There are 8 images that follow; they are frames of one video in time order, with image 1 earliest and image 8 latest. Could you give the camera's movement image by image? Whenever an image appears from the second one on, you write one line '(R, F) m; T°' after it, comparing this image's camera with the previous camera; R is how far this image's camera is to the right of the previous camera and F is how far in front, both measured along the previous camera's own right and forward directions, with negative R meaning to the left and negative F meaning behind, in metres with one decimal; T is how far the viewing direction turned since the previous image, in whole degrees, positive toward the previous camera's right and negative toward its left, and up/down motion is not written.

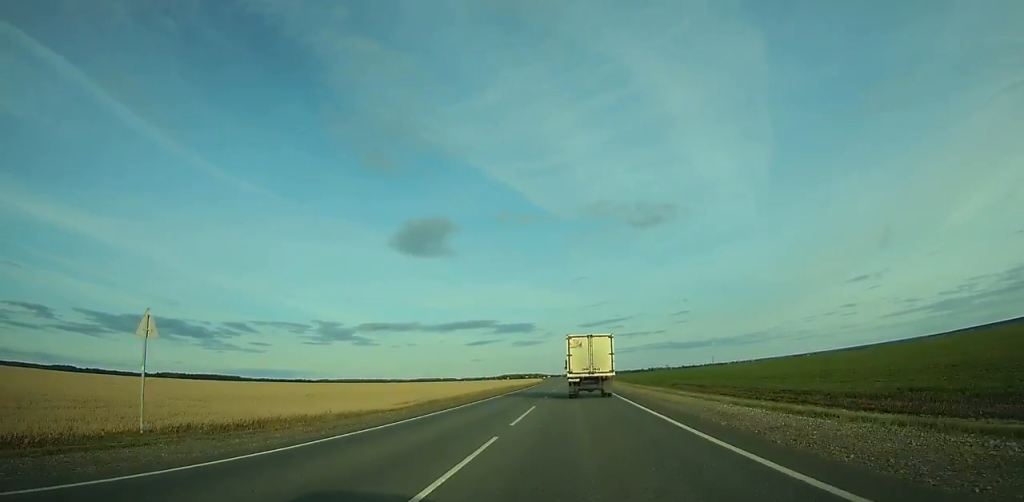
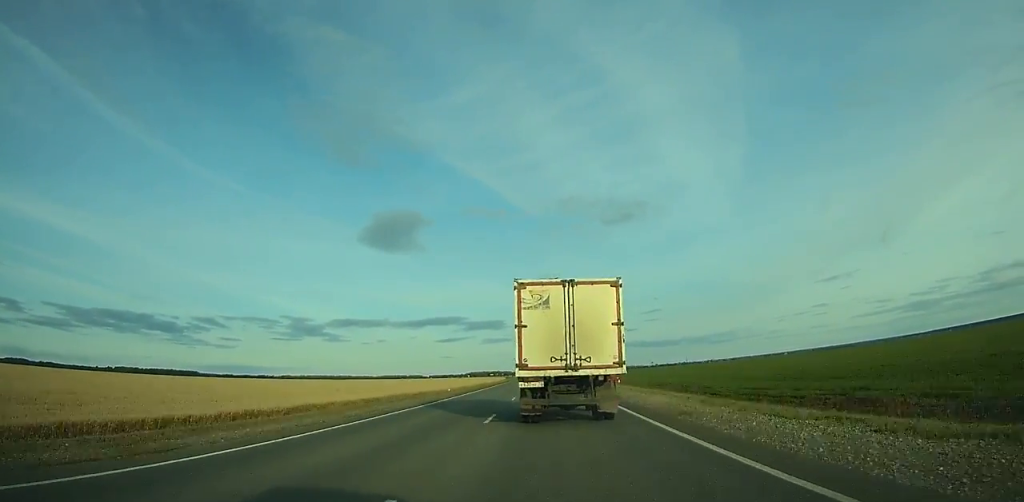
(-0.4, +94.6) m; +1°
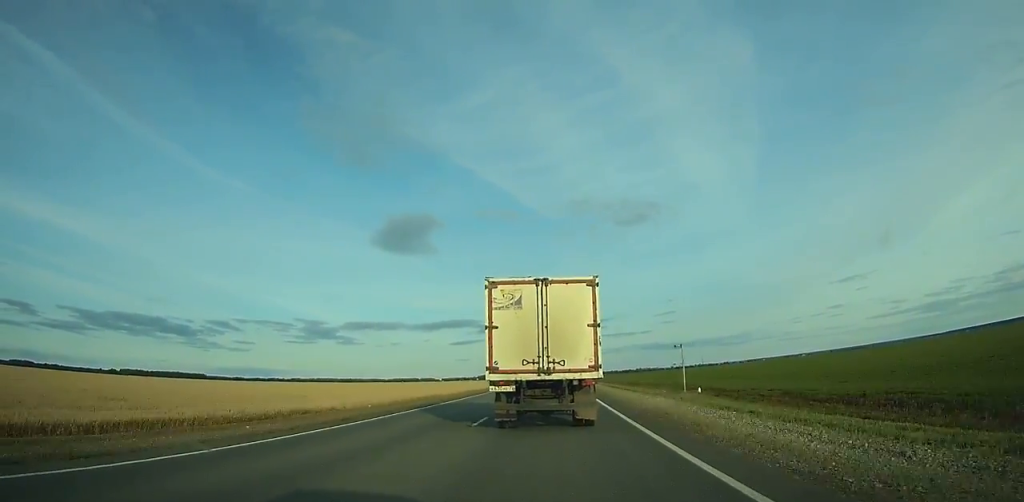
(+0.8, +51.3) m; +1°
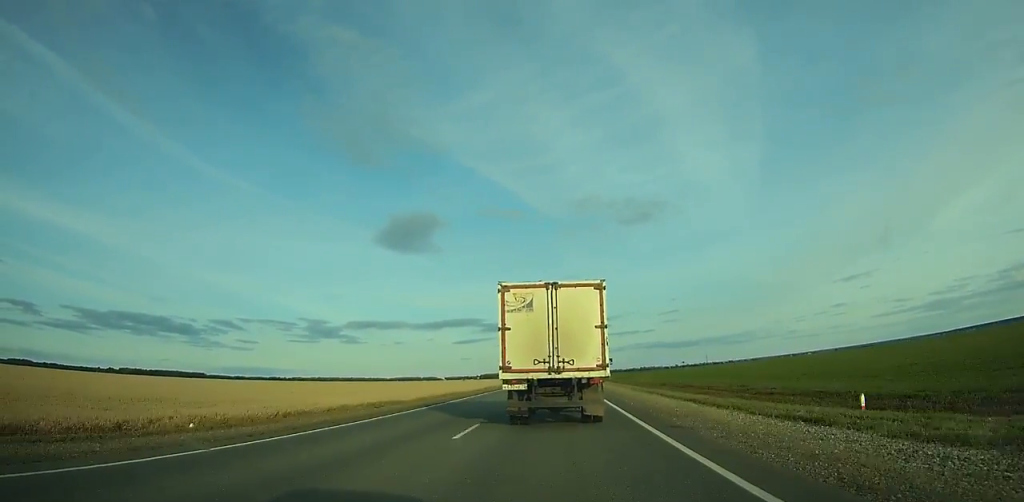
(0.0, +29.0) m; 0°
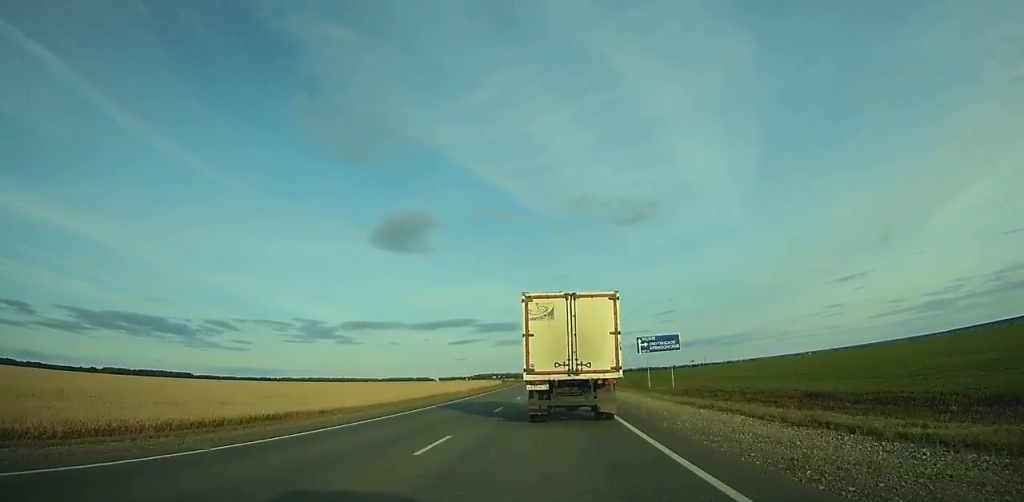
(-0.2, +65.4) m; 0°
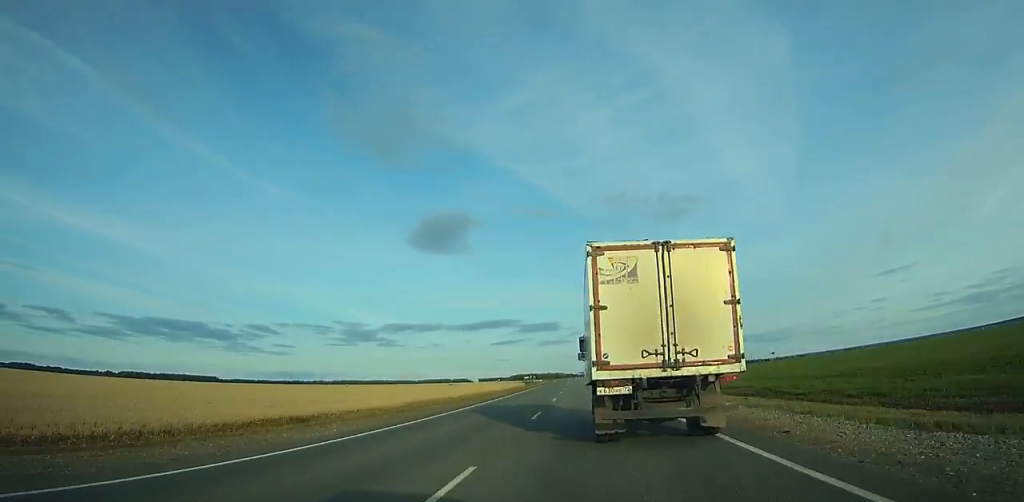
(-1.8, +113.1) m; -2°
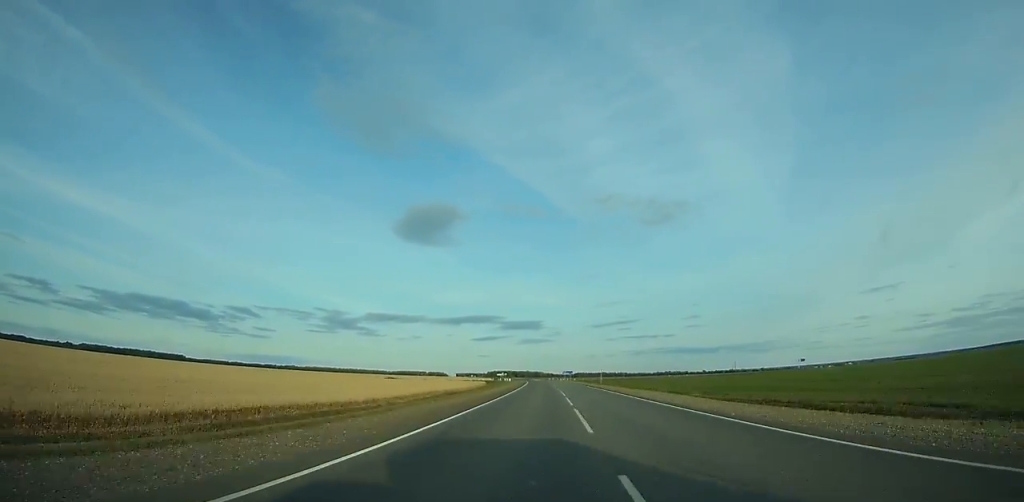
(-1.3, +82.2) m; -1°
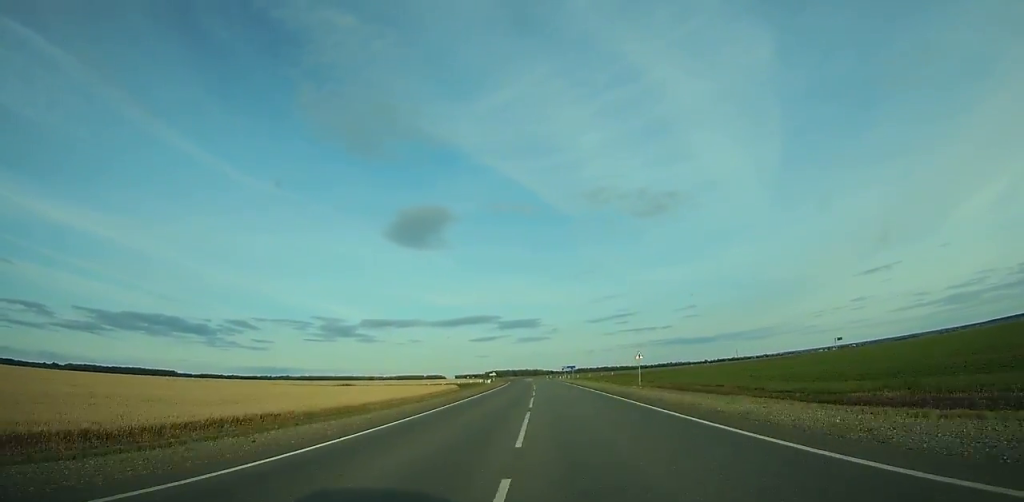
(-0.1, +48.0) m; 0°
